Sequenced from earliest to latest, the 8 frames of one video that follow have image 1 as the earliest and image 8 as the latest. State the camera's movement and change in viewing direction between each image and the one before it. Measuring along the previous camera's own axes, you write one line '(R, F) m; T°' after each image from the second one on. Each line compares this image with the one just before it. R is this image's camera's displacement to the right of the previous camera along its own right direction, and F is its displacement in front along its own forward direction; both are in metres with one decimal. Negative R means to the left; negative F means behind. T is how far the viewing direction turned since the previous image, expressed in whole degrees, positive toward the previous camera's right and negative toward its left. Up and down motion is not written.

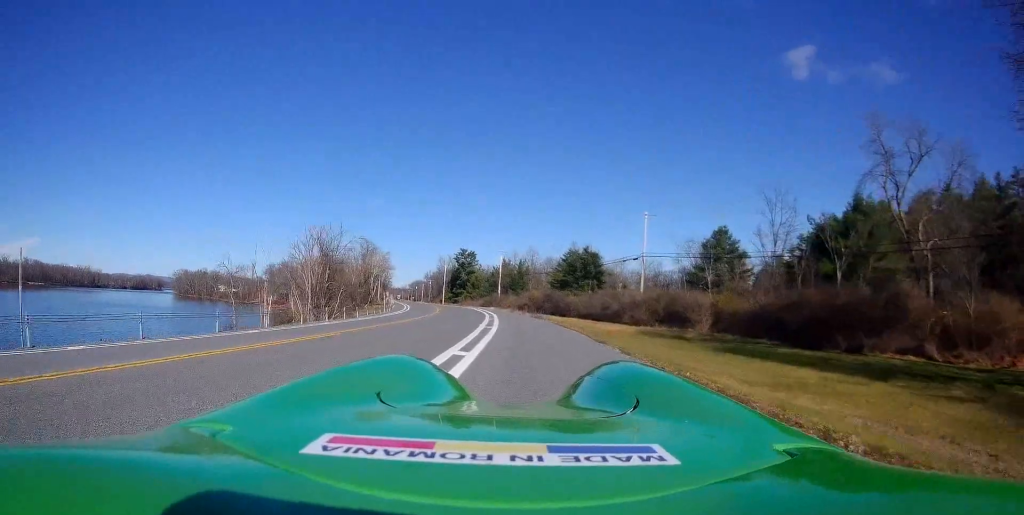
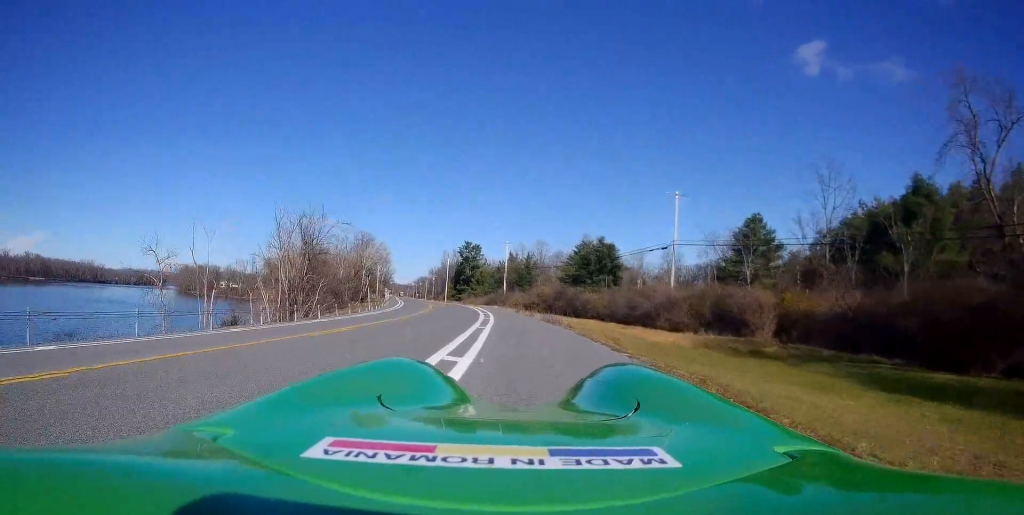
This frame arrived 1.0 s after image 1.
(-0.2, +10.4) m; -4°
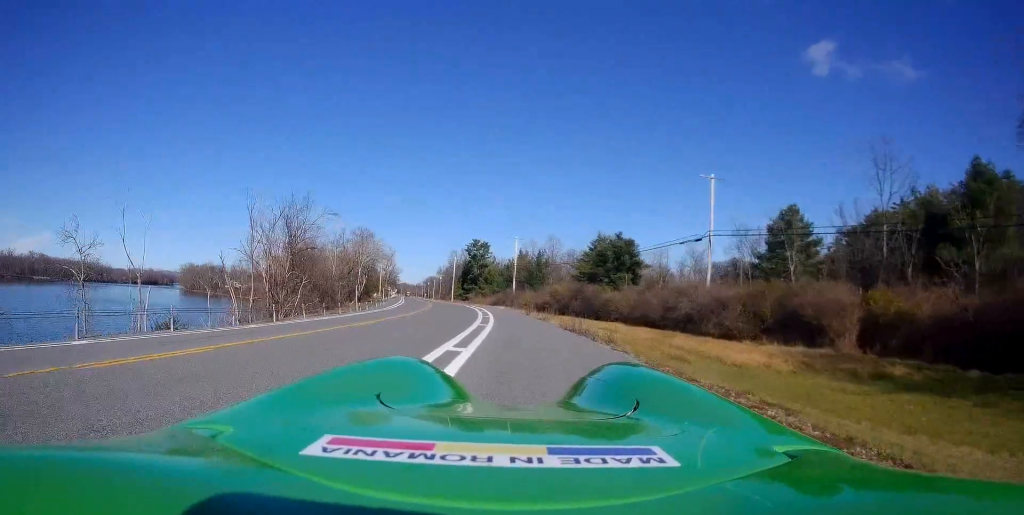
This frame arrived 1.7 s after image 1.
(-0.2, +7.7) m; -2°
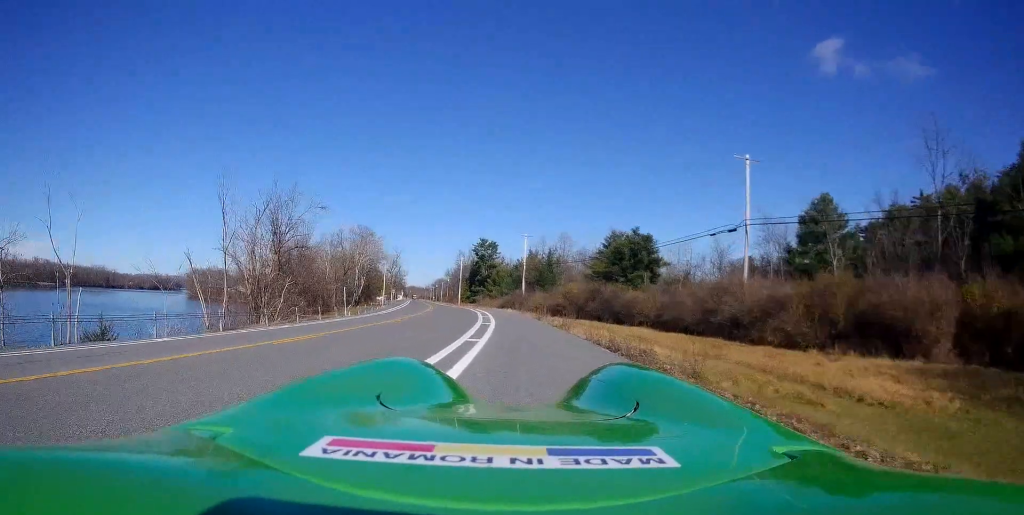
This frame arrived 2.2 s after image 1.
(-0.3, +6.3) m; -1°
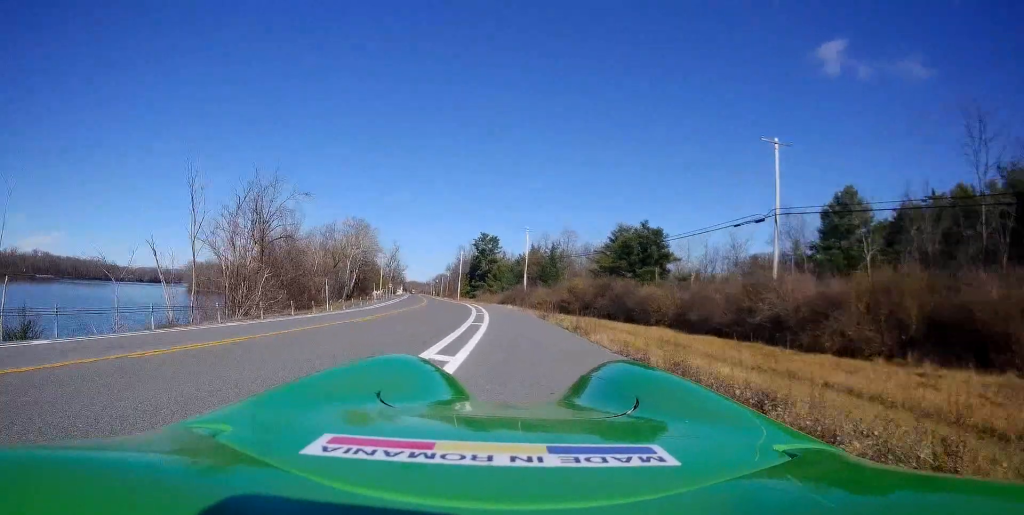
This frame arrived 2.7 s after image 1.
(+0.1, +4.5) m; 0°
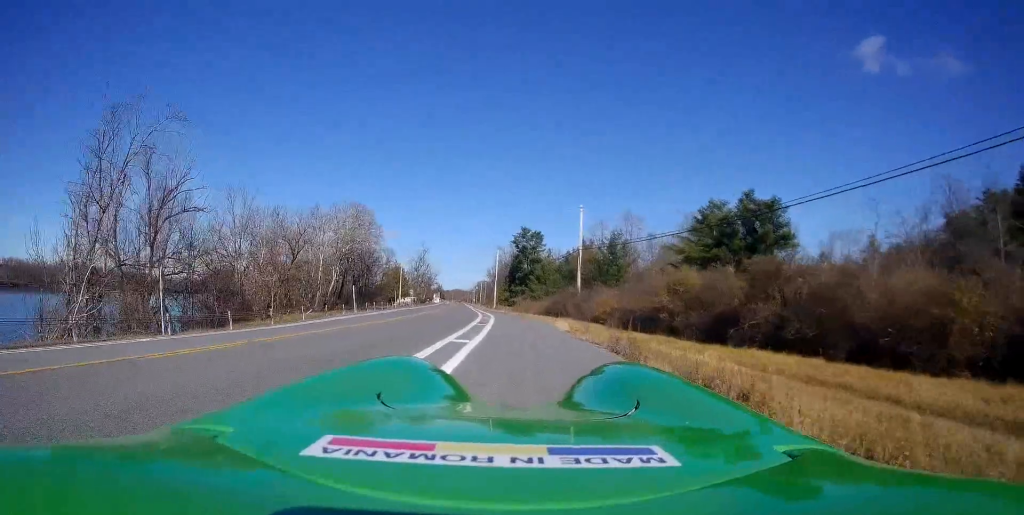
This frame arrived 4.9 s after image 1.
(-0.4, +24.3) m; -4°
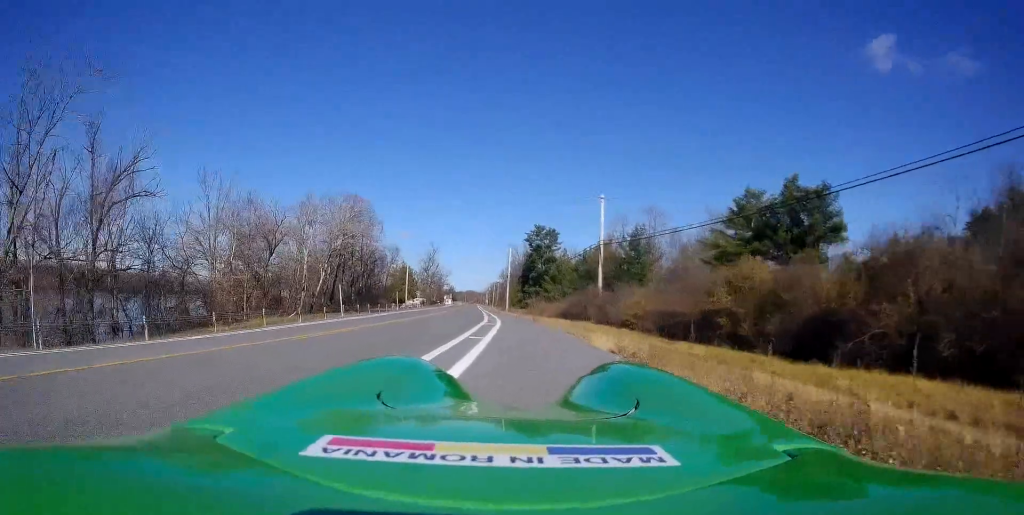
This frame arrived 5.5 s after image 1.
(-0.1, +6.6) m; 0°
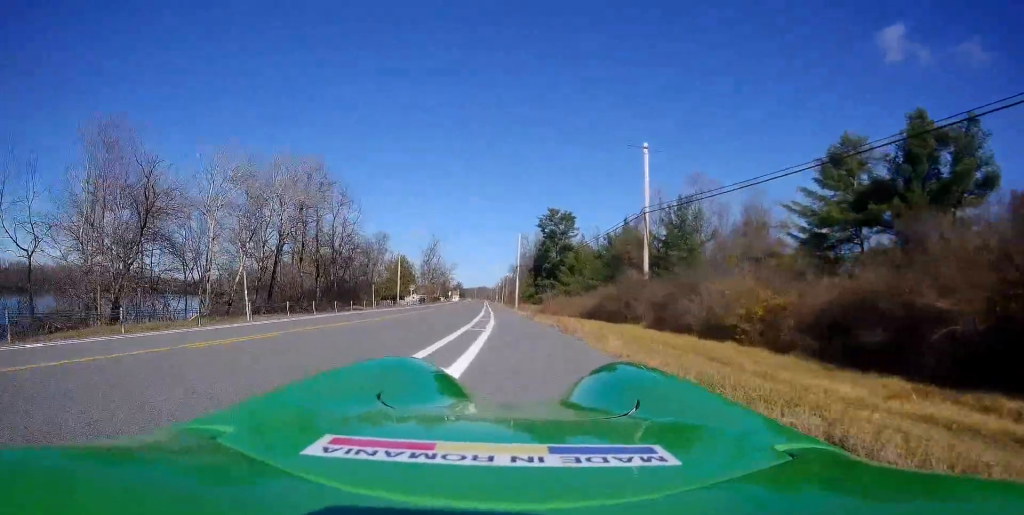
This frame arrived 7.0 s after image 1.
(+0.4, +15.7) m; 0°
